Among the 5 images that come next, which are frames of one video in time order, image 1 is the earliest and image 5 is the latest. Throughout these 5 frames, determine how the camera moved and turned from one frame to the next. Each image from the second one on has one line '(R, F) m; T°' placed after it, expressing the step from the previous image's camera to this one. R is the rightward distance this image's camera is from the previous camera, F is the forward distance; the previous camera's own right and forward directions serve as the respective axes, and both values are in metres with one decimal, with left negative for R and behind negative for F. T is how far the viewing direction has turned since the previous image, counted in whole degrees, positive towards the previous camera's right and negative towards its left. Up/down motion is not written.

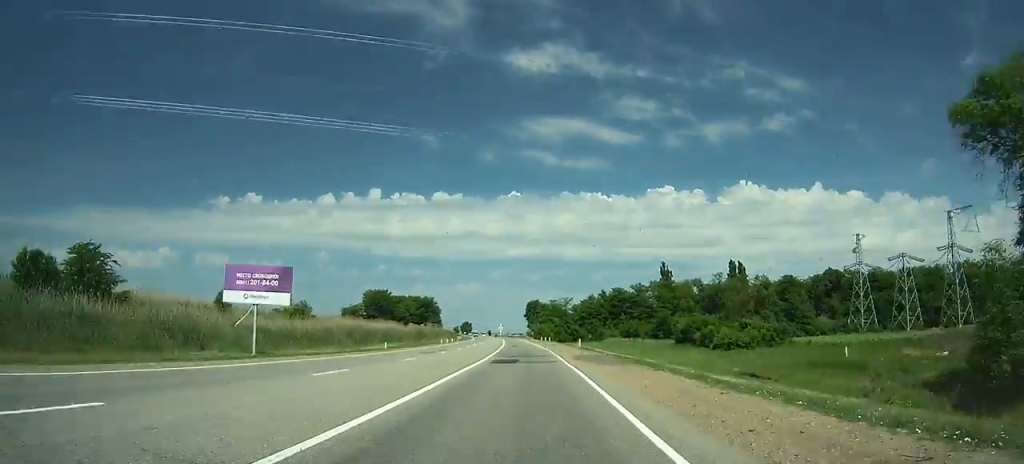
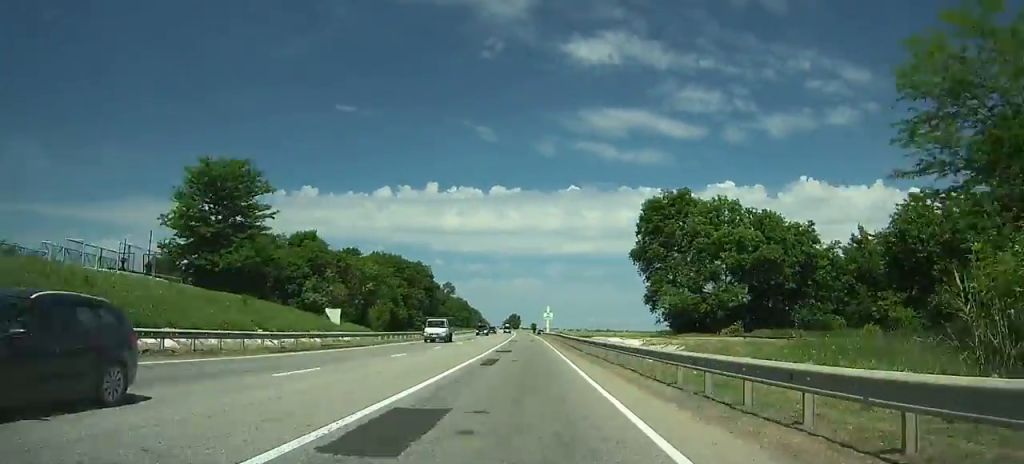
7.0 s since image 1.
(-7.0, +174.4) m; -5°
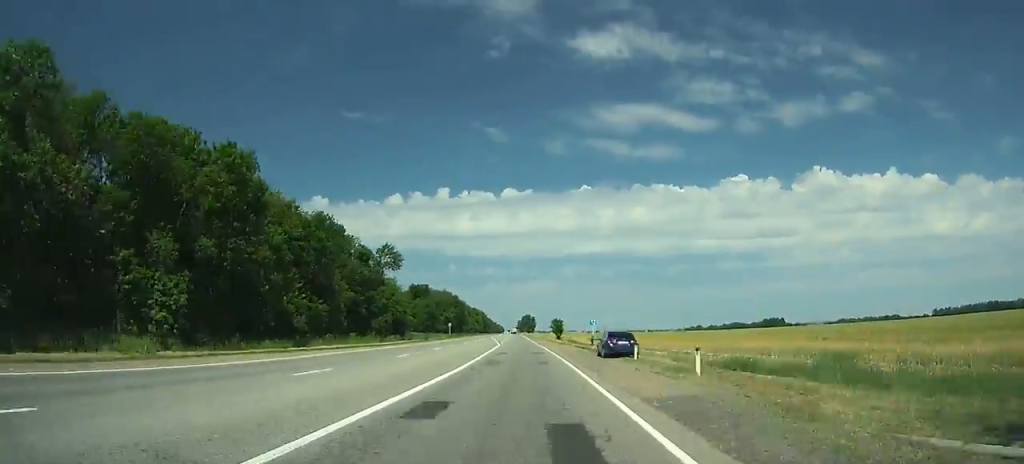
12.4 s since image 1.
(-3.3, +127.6) m; -2°
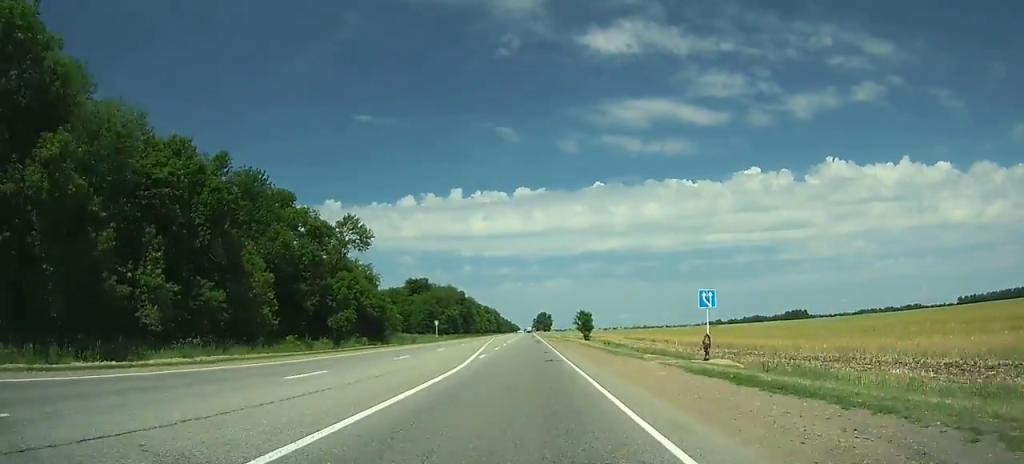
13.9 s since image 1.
(+0.1, +35.5) m; -1°
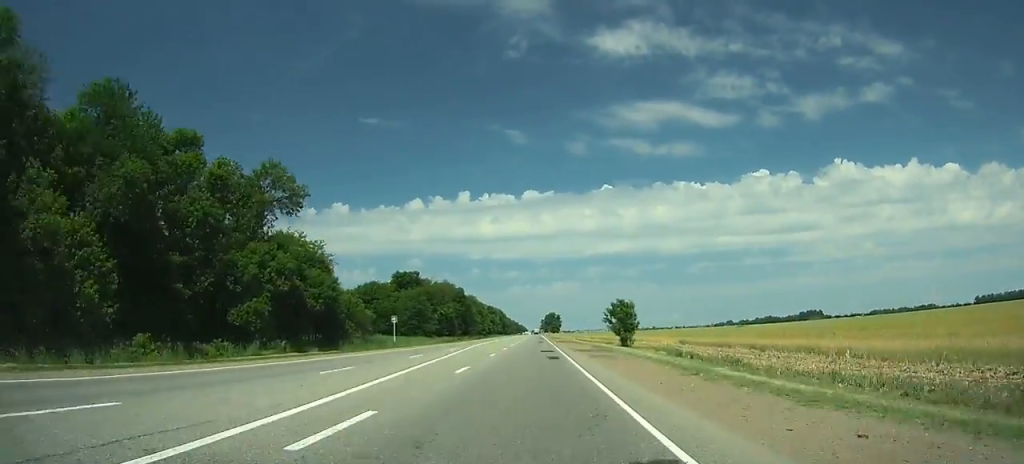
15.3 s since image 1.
(-0.5, +33.4) m; -1°
